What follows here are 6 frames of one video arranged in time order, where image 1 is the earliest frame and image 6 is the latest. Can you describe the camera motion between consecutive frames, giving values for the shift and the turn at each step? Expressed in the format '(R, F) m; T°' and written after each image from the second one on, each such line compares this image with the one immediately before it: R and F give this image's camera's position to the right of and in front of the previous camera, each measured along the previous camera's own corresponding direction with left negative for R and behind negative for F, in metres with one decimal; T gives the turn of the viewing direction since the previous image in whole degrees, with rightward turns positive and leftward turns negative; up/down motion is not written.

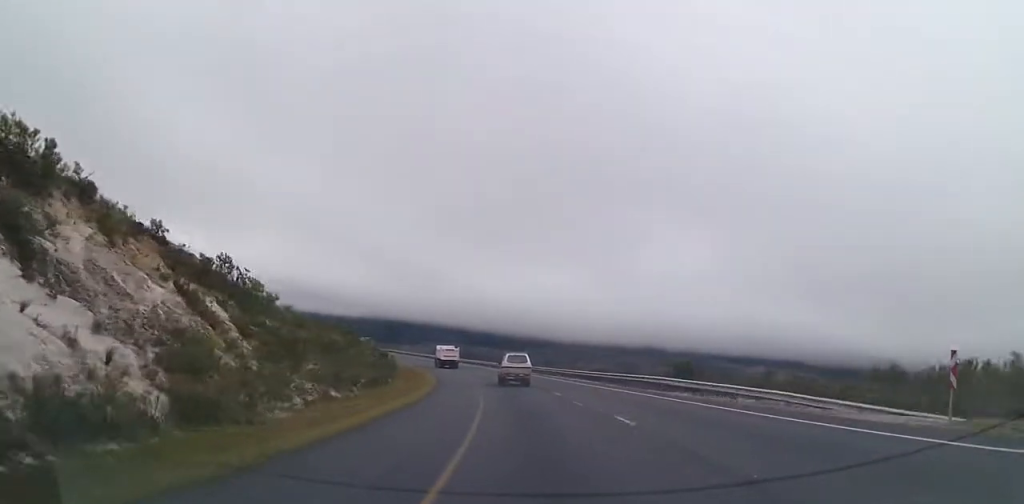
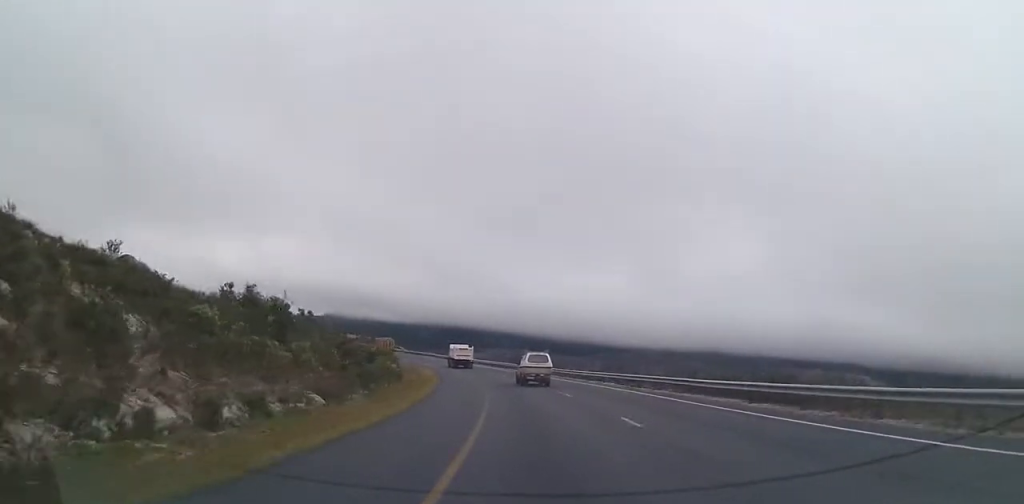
(-0.9, +23.8) m; -8°
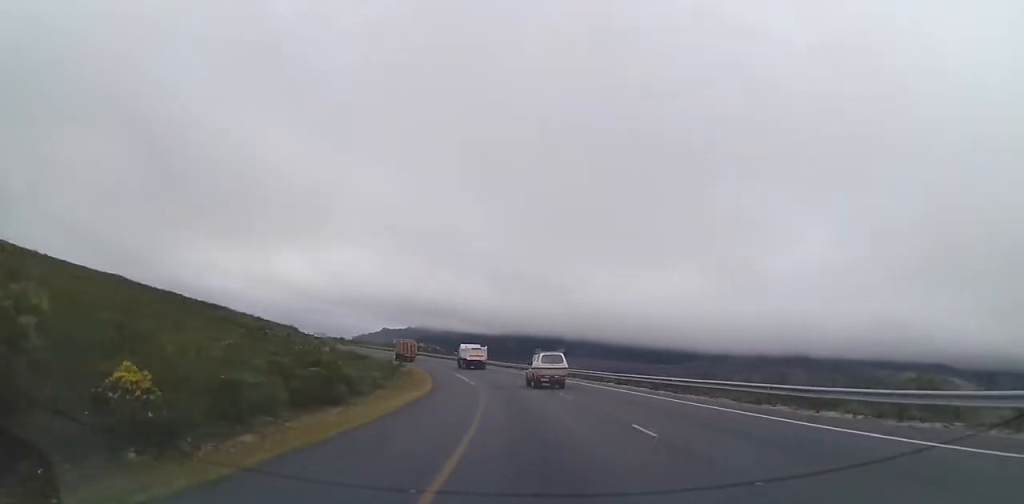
(-4.8, +37.9) m; -11°
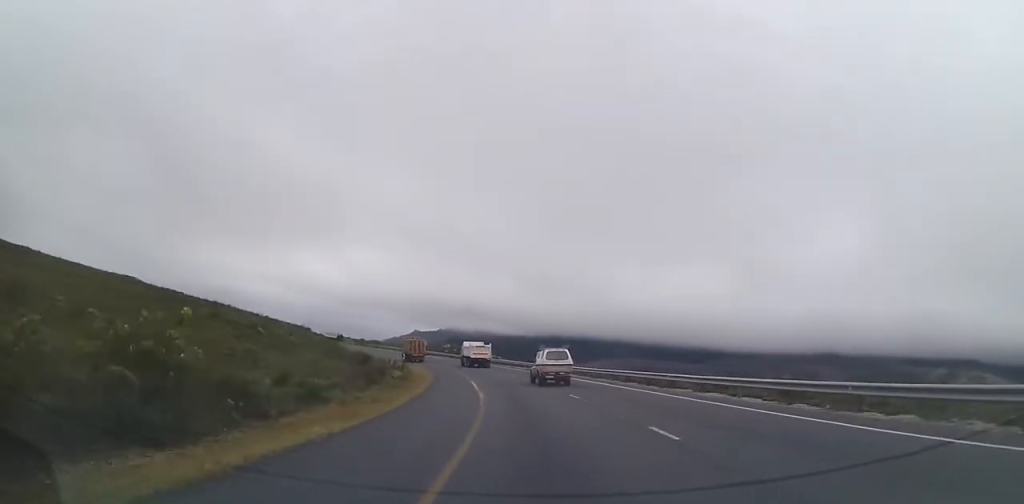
(-0.3, +13.3) m; -4°
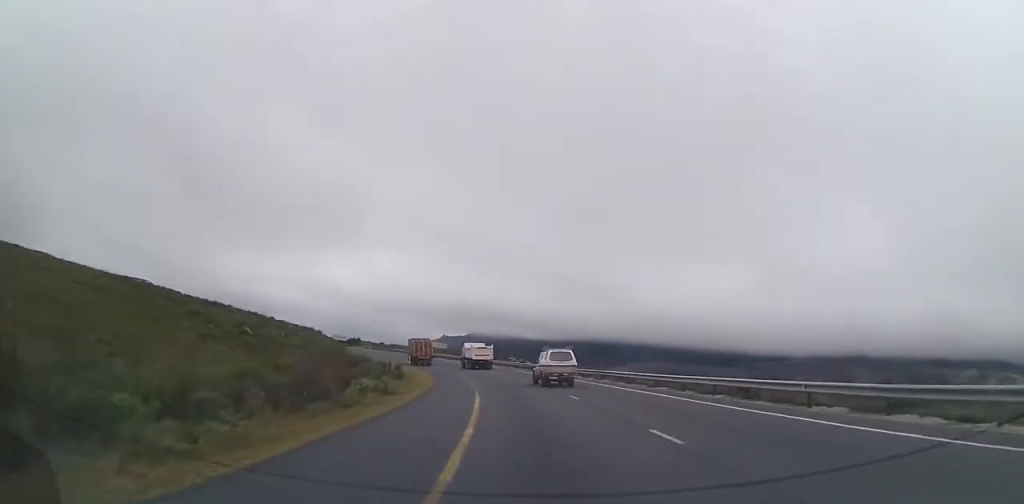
(-0.4, +12.3) m; -4°
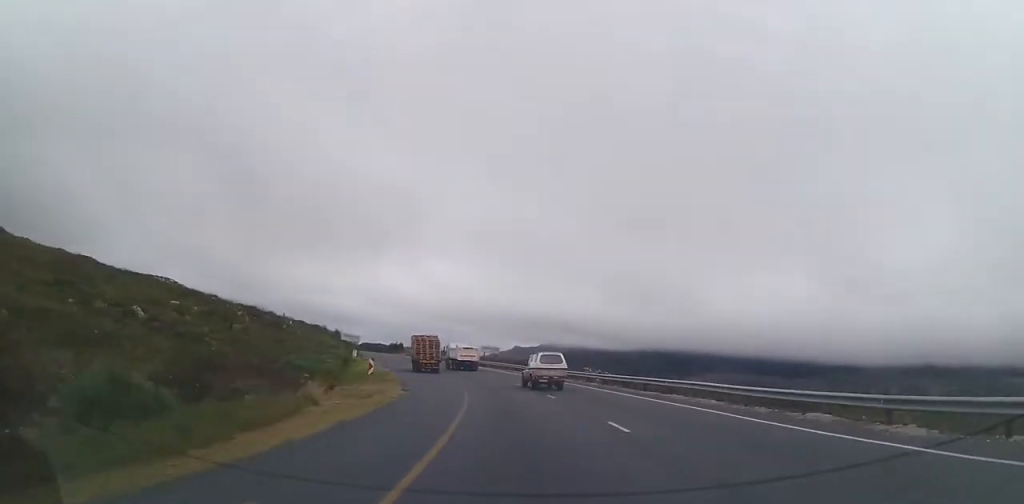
(-3.2, +33.7) m; -8°
